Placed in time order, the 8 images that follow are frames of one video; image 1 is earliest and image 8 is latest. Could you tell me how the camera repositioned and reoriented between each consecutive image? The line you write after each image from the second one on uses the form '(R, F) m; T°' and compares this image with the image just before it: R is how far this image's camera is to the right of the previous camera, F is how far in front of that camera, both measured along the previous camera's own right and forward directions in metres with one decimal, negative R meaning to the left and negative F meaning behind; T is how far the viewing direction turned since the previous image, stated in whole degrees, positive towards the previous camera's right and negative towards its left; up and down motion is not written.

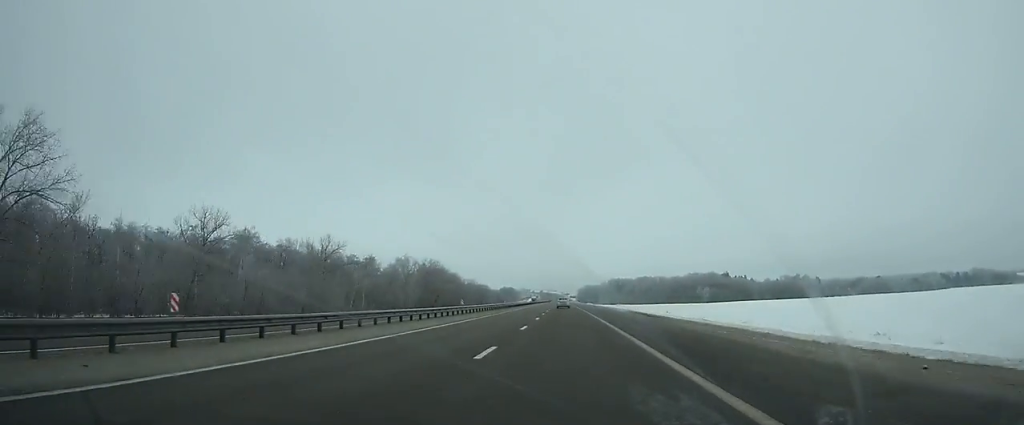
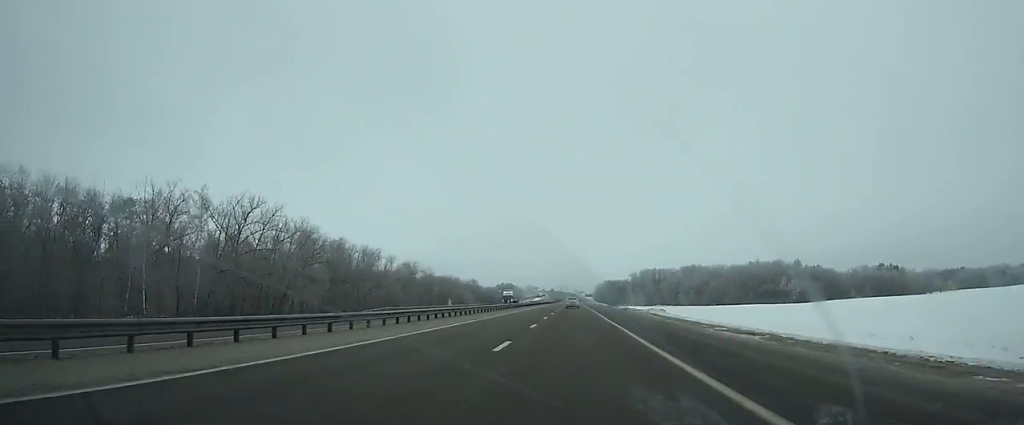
(-1.2, +120.9) m; -1°
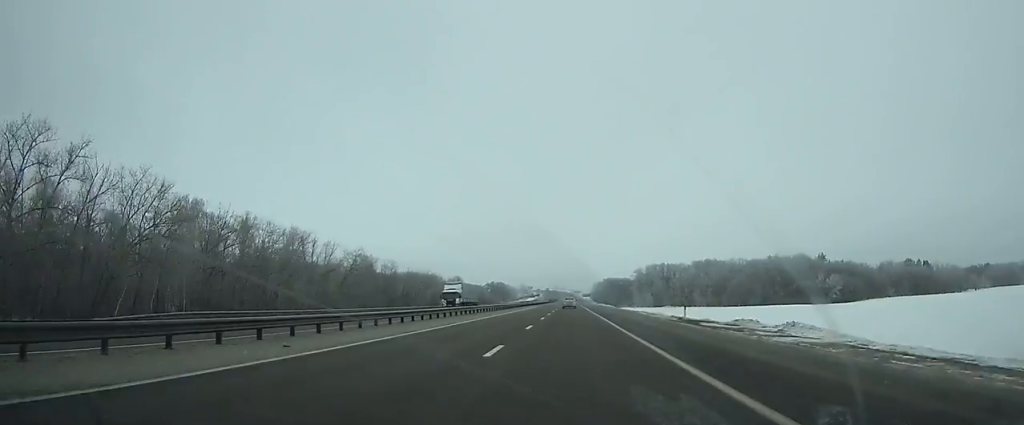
(-0.1, +40.2) m; 0°
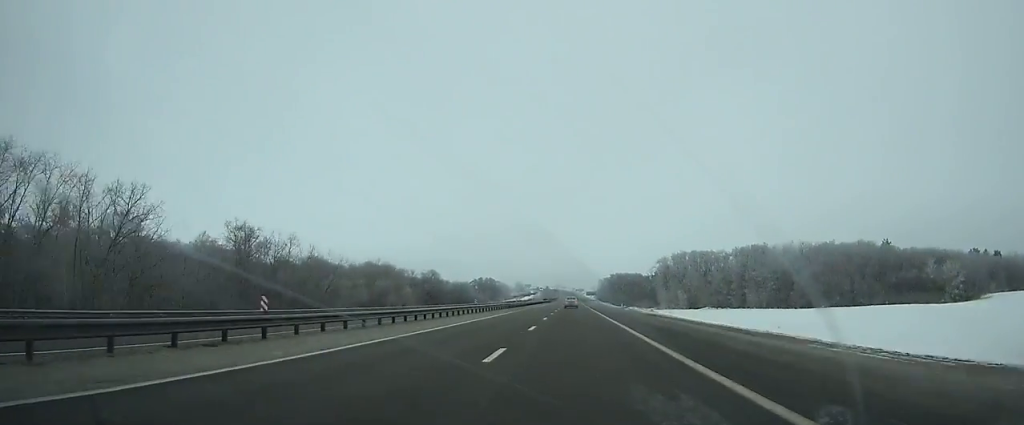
(-0.1, +61.9) m; 0°
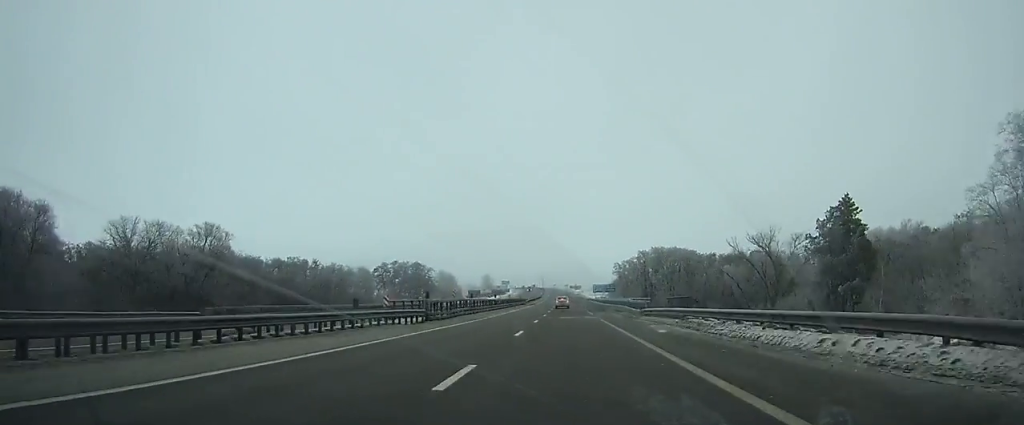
(+0.7, +152.0) m; 0°
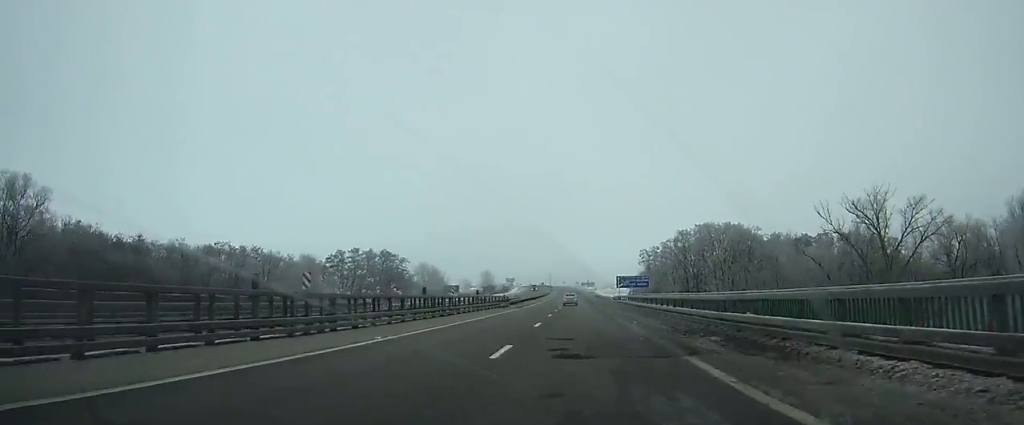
(-0.1, +42.1) m; 0°
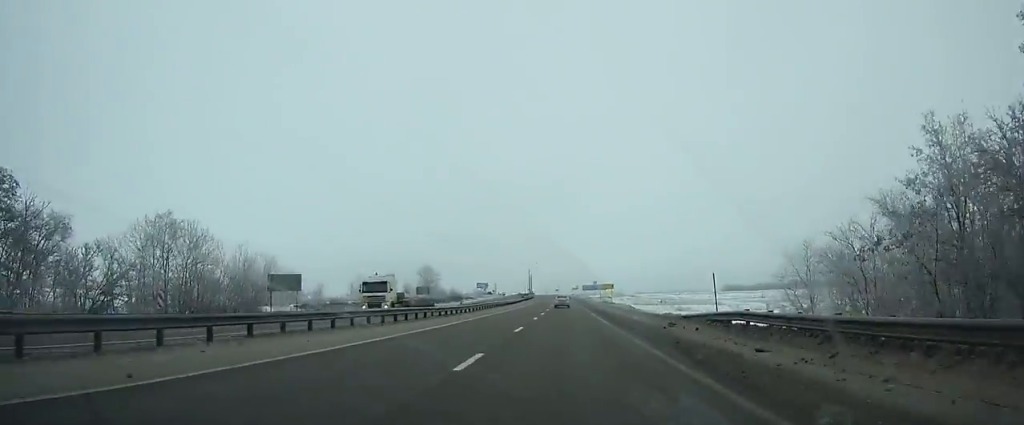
(-0.2, +119.6) m; -1°
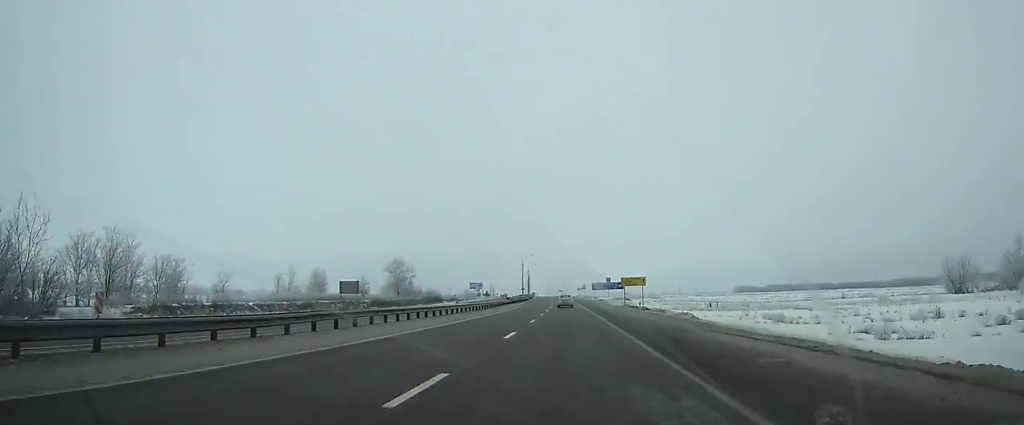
(0.0, +37.7) m; 0°
